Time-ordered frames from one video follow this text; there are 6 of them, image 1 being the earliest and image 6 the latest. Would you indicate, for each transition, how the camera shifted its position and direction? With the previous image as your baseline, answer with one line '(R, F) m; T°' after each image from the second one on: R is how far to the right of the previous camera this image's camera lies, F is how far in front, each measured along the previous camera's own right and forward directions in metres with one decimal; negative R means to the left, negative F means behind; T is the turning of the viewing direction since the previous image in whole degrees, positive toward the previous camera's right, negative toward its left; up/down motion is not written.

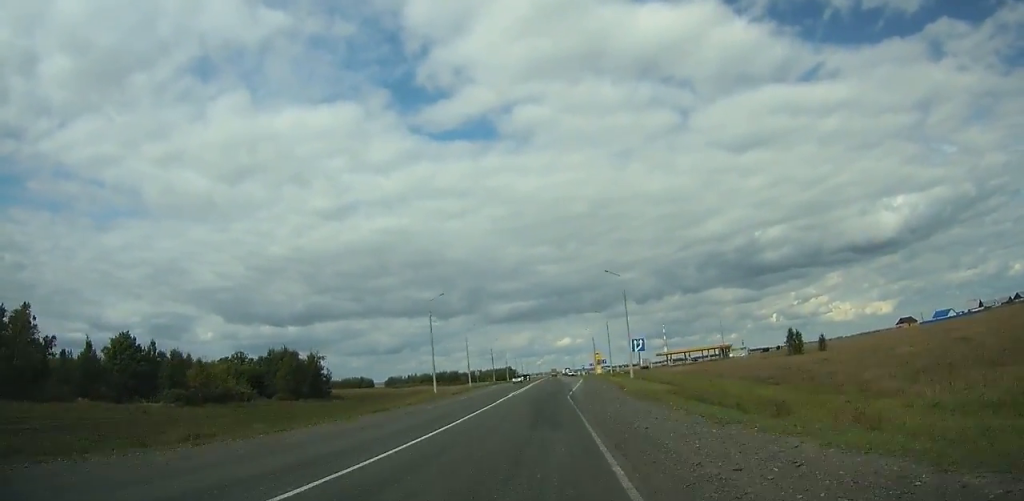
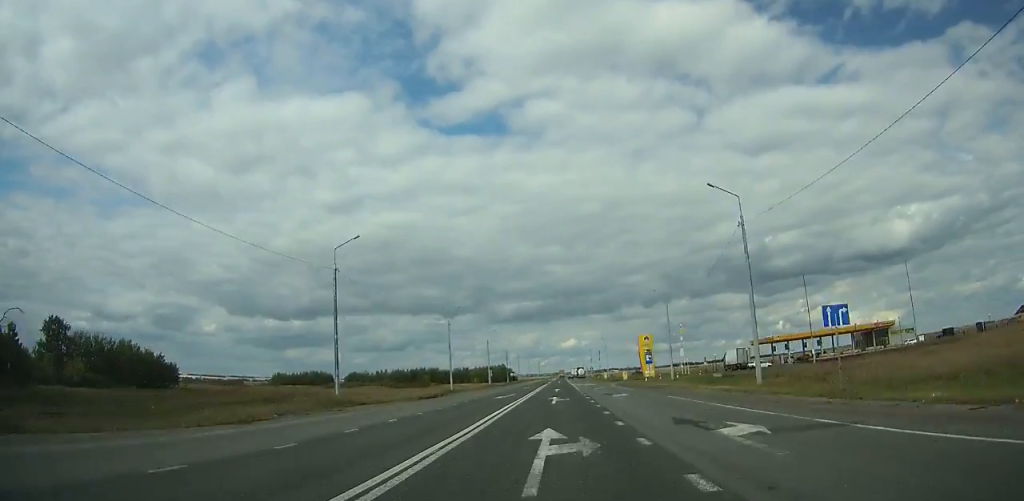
(-0.8, +106.9) m; 0°
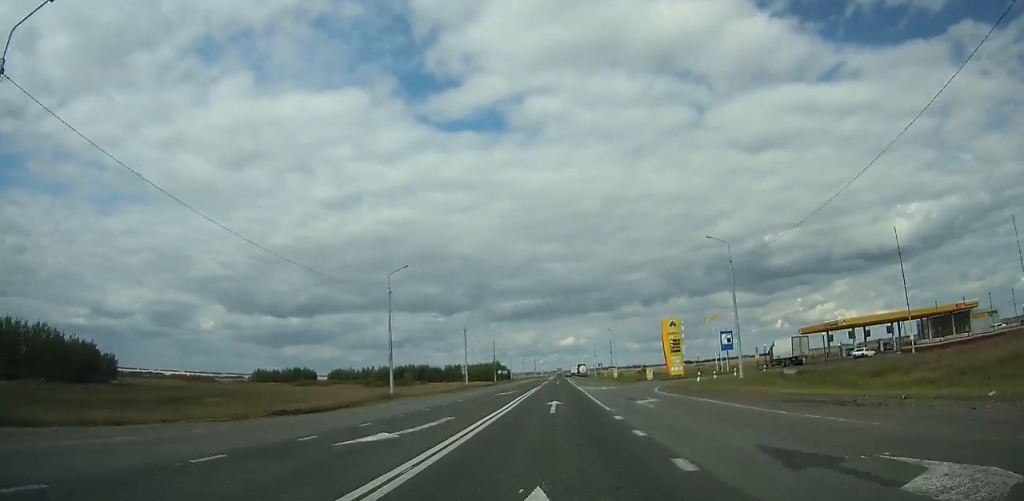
(+0.2, +27.0) m; 0°
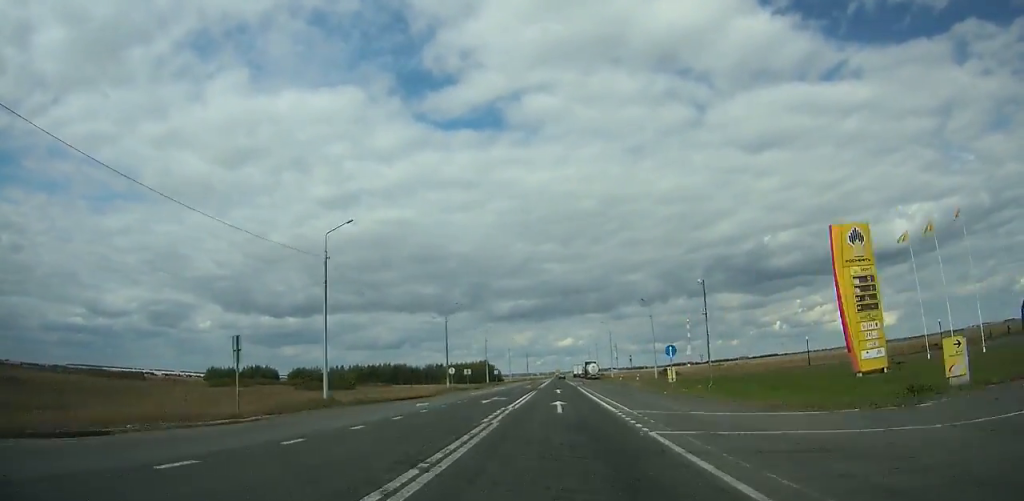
(-0.1, +55.5) m; 0°
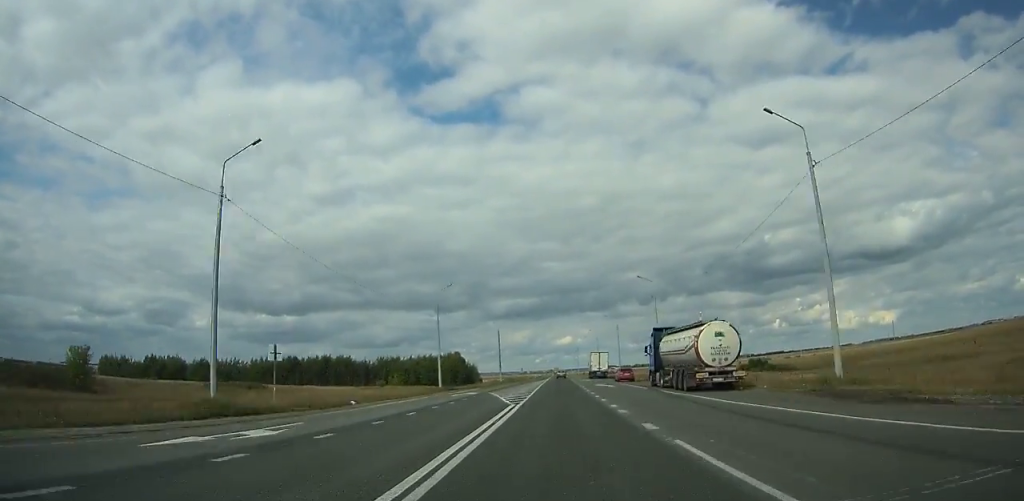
(+1.4, +92.6) m; +3°
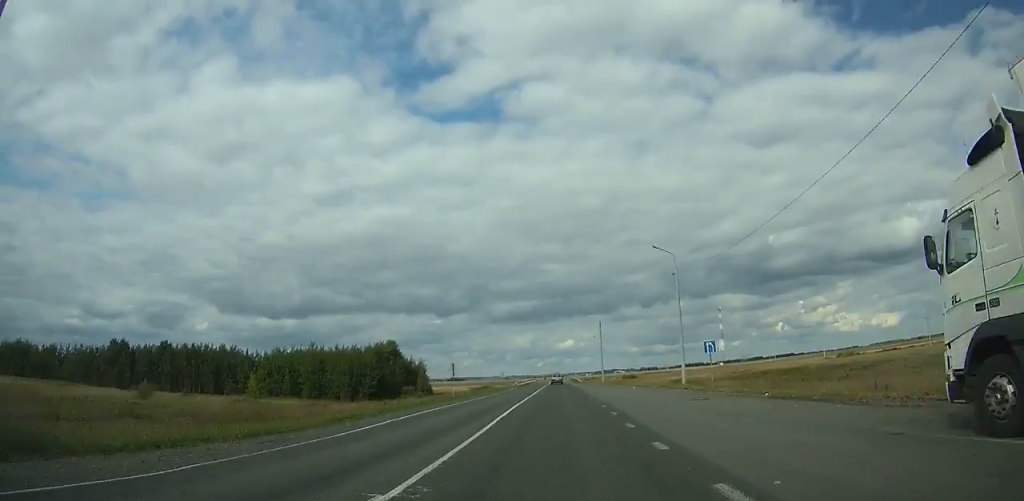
(-4.7, +96.3) m; -5°
